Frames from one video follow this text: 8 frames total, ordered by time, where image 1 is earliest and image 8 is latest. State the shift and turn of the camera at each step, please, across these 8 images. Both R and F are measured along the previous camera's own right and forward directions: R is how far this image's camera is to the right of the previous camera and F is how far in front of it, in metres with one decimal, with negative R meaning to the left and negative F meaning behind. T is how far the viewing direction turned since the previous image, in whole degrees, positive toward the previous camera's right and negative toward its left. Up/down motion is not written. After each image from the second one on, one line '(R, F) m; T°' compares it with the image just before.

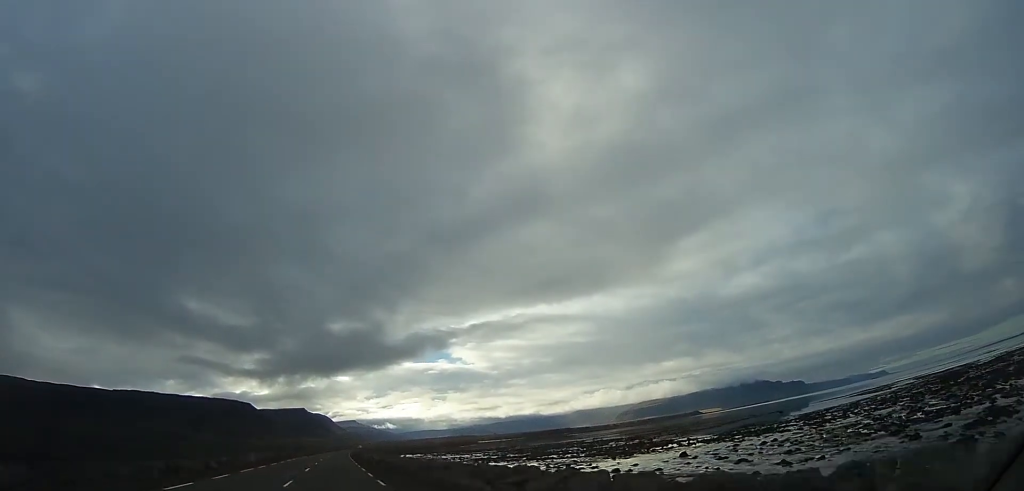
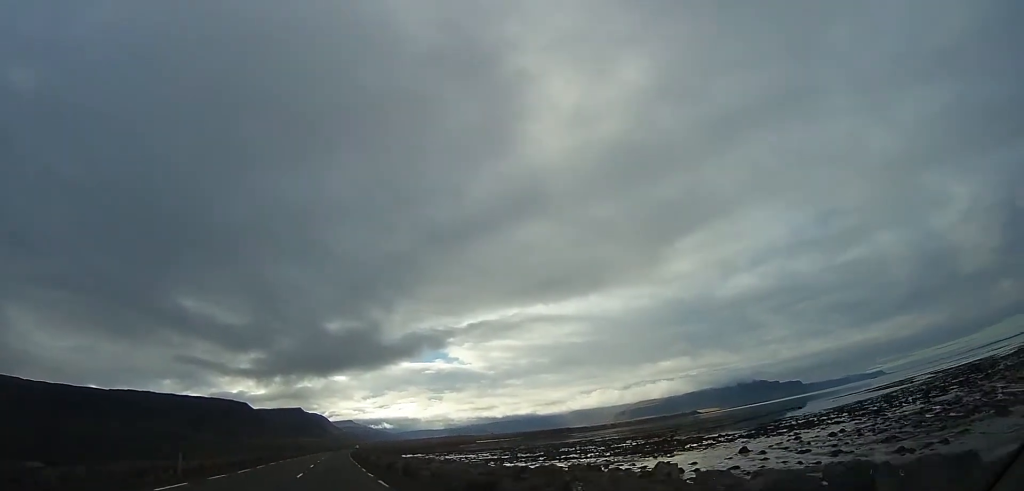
(-0.1, +18.5) m; 0°
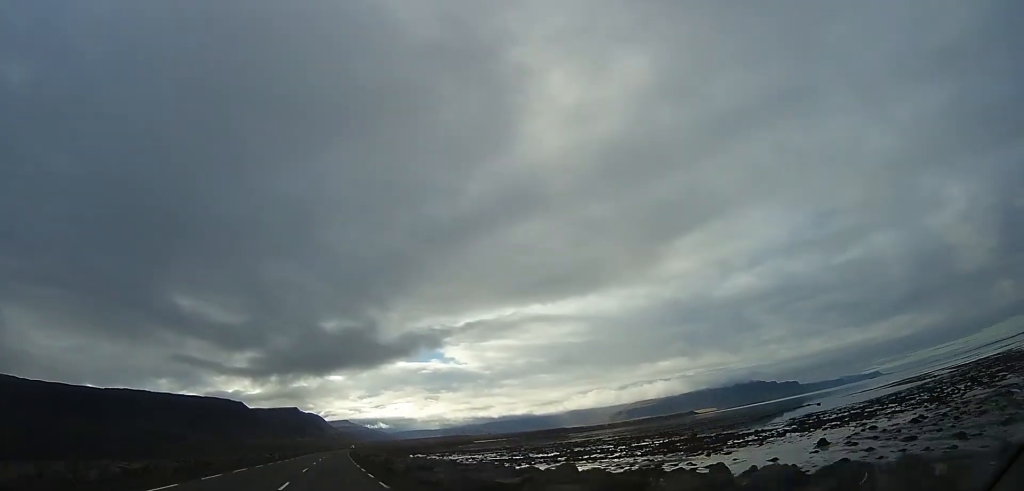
(+0.1, +18.7) m; +1°
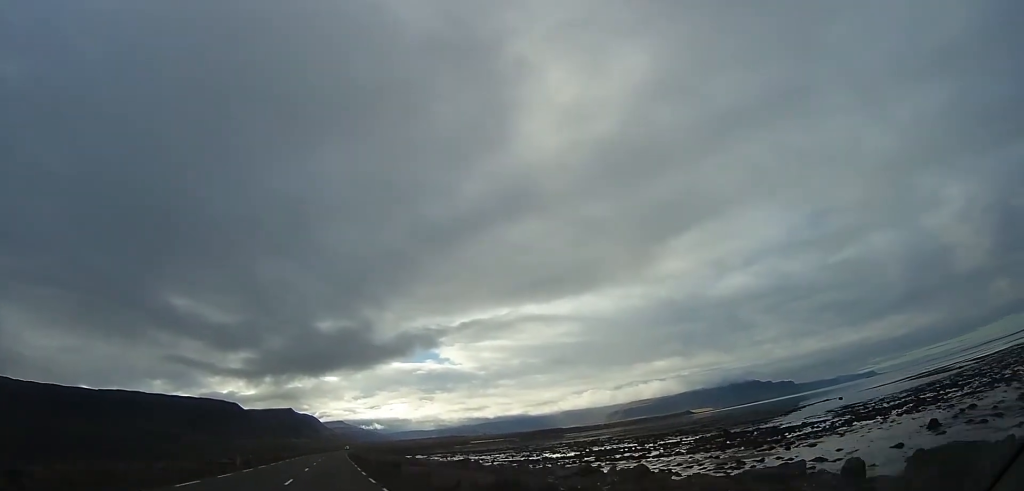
(+0.1, +20.9) m; +1°
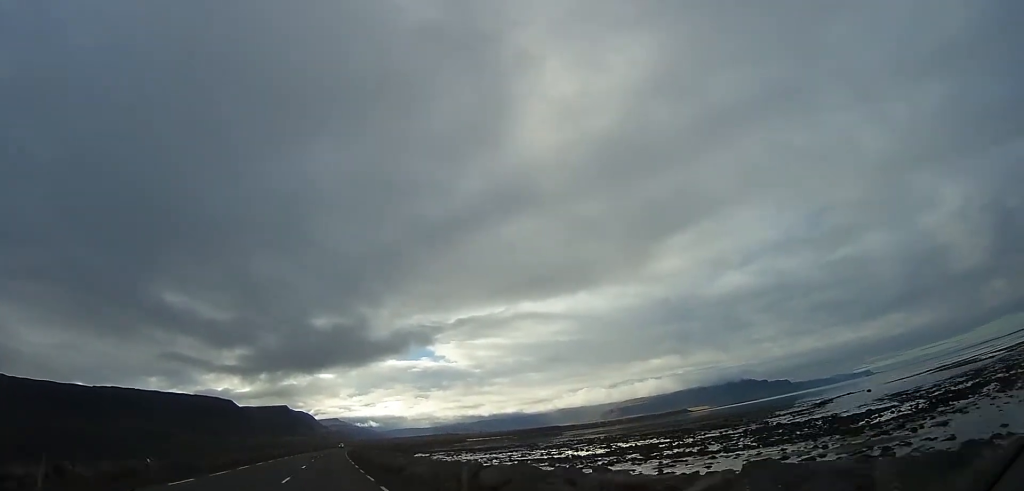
(+0.1, +24.0) m; 0°
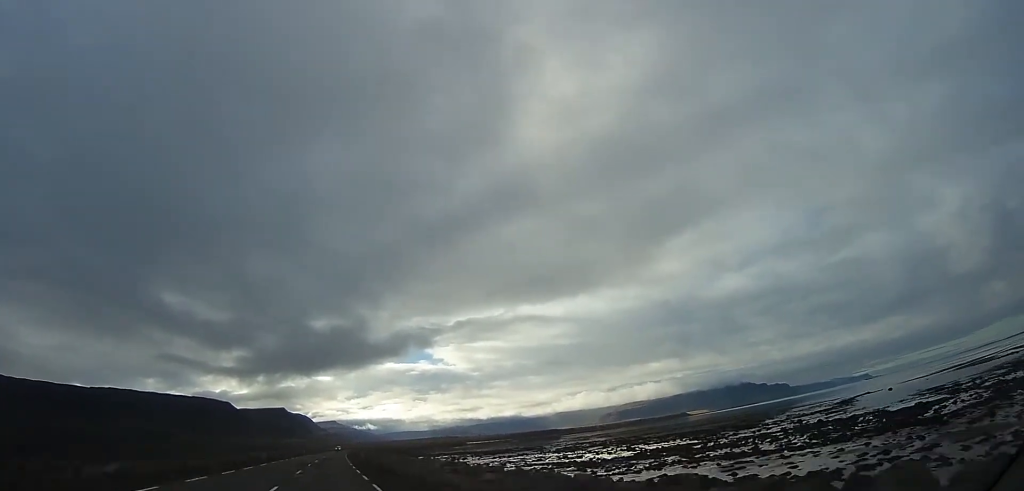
(0.0, +15.5) m; 0°
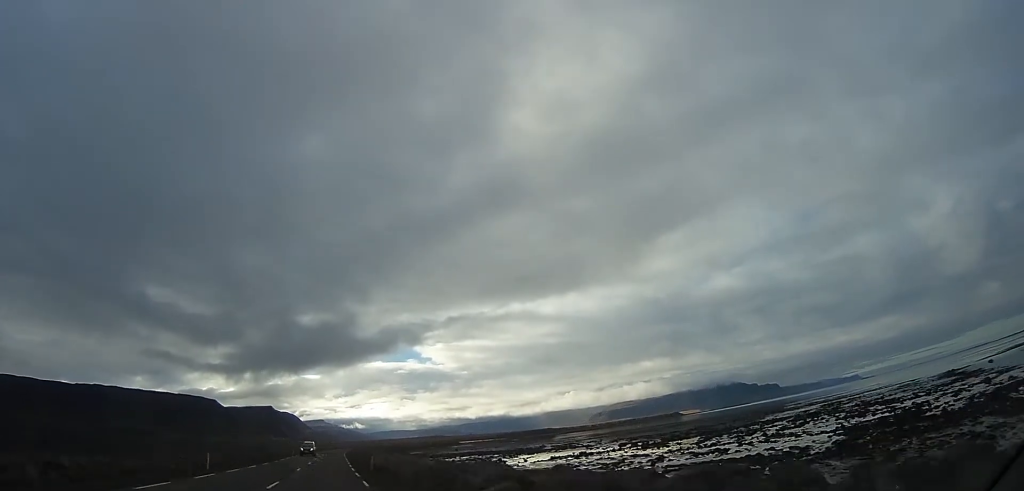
(+1.8, +69.7) m; +2°
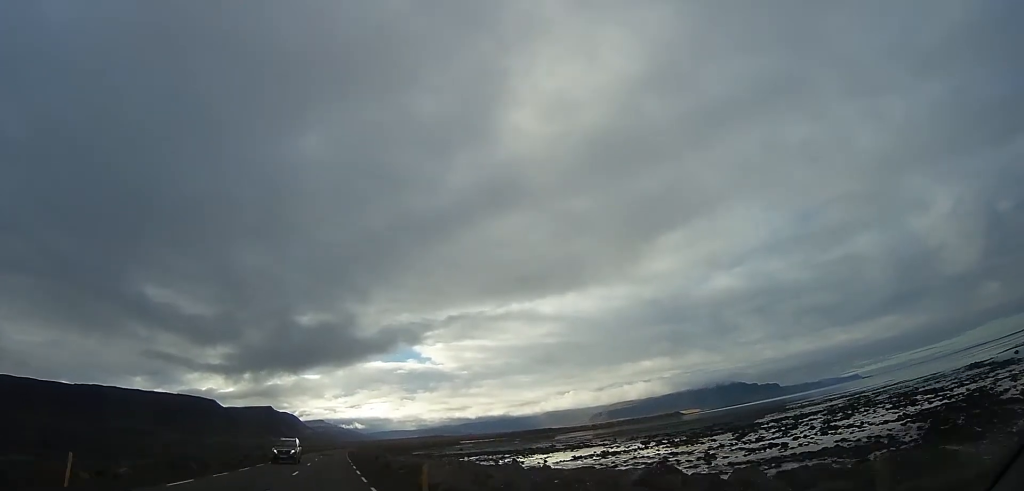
(-0.2, +15.6) m; 0°
